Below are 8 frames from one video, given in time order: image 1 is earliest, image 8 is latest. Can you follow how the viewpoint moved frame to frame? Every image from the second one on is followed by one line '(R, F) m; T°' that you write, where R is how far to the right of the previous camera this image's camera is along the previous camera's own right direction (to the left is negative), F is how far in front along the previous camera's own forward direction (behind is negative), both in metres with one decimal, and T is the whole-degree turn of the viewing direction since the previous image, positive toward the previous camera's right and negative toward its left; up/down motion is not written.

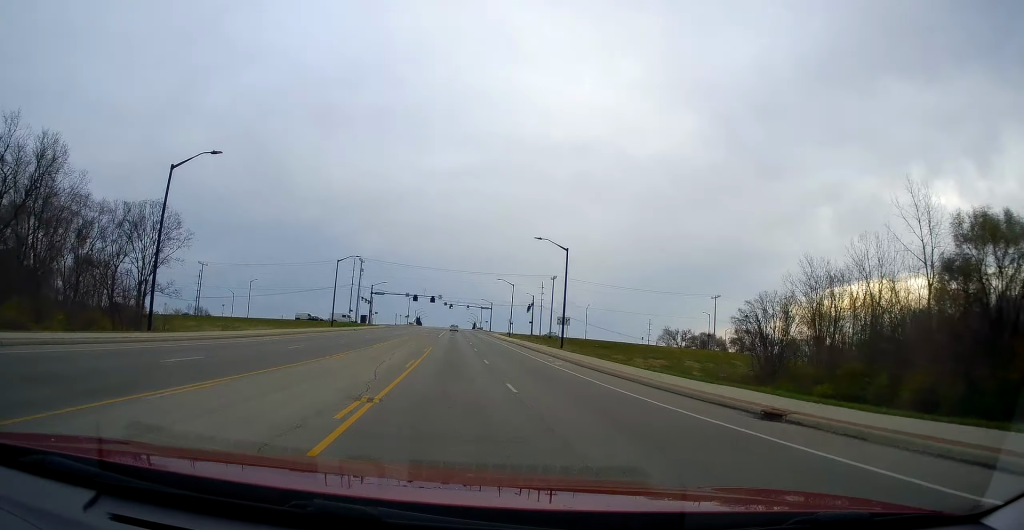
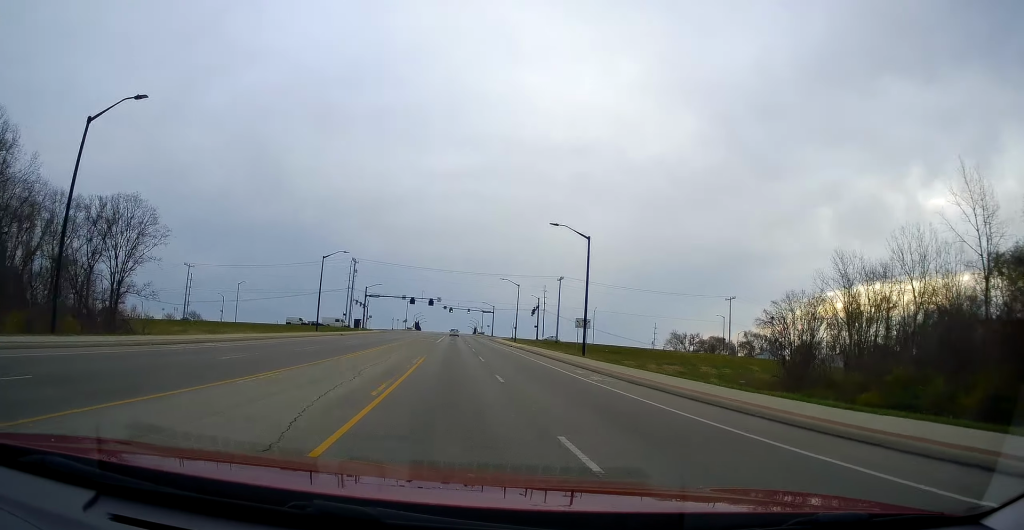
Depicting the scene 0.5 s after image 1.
(-0.1, +8.4) m; -1°
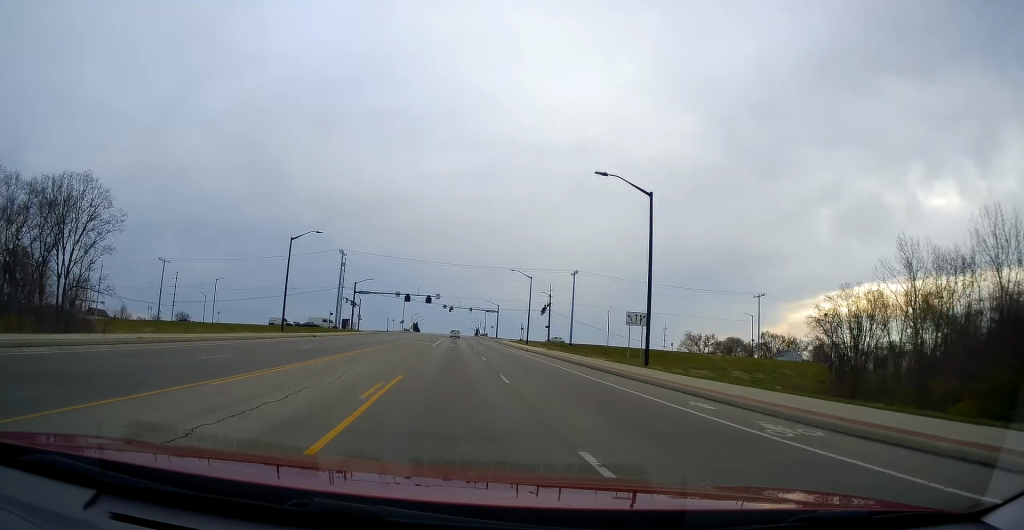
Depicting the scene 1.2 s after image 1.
(0.0, +13.8) m; 0°
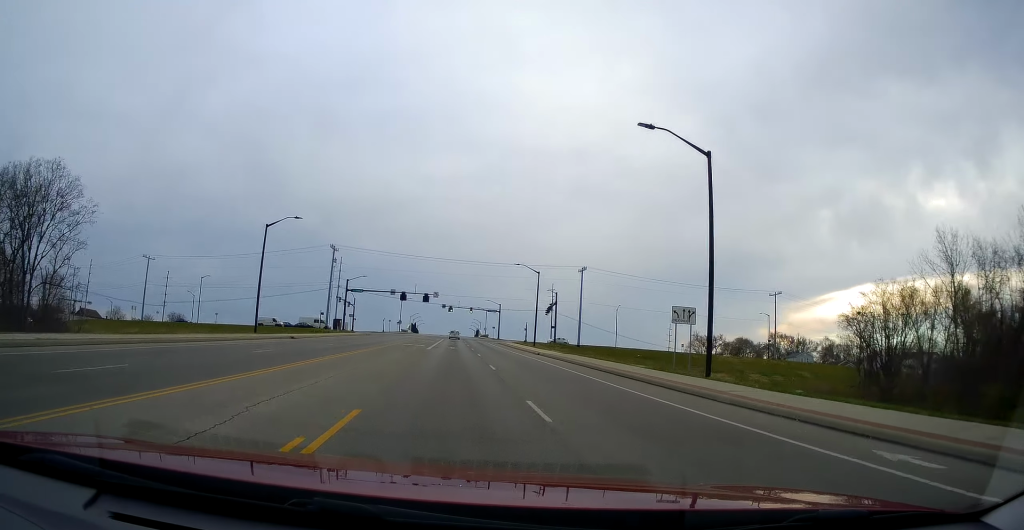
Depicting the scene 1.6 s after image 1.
(0.0, +7.2) m; 0°
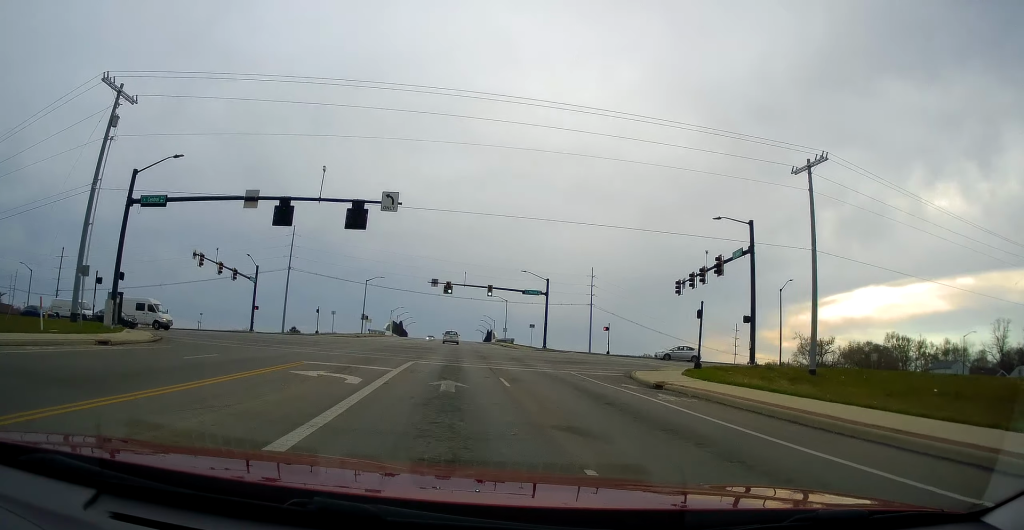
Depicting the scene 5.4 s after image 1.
(+1.2, +66.0) m; 0°
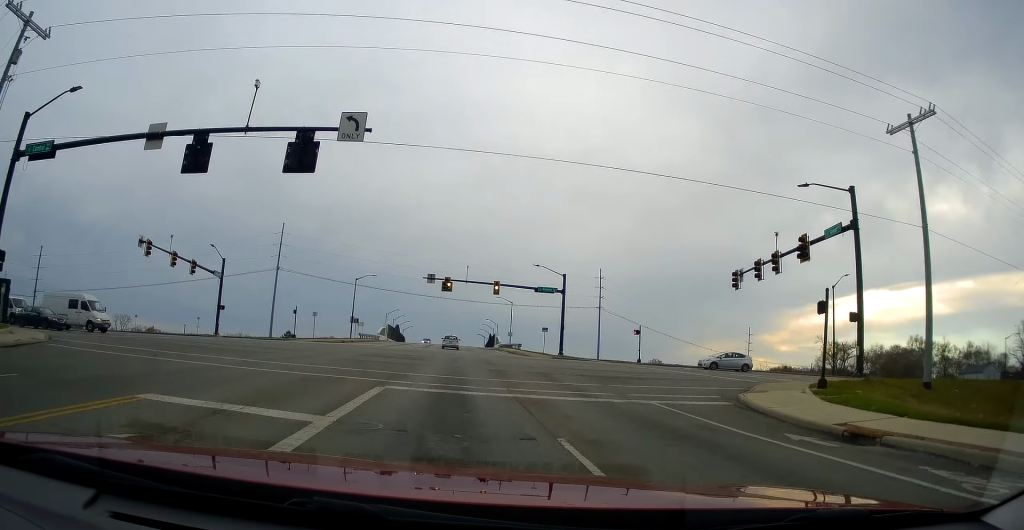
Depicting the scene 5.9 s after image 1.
(0.0, +9.9) m; 0°
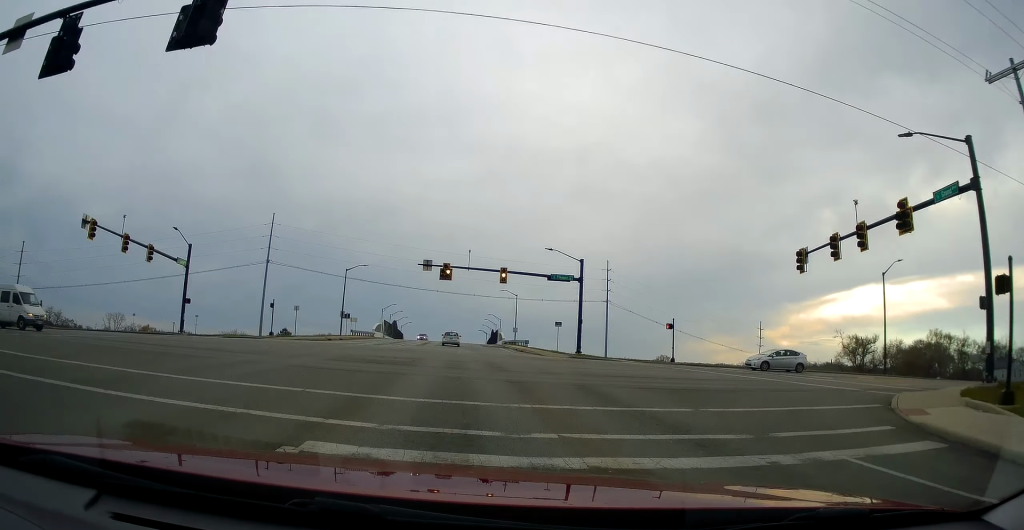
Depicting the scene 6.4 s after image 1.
(0.0, +7.6) m; 0°
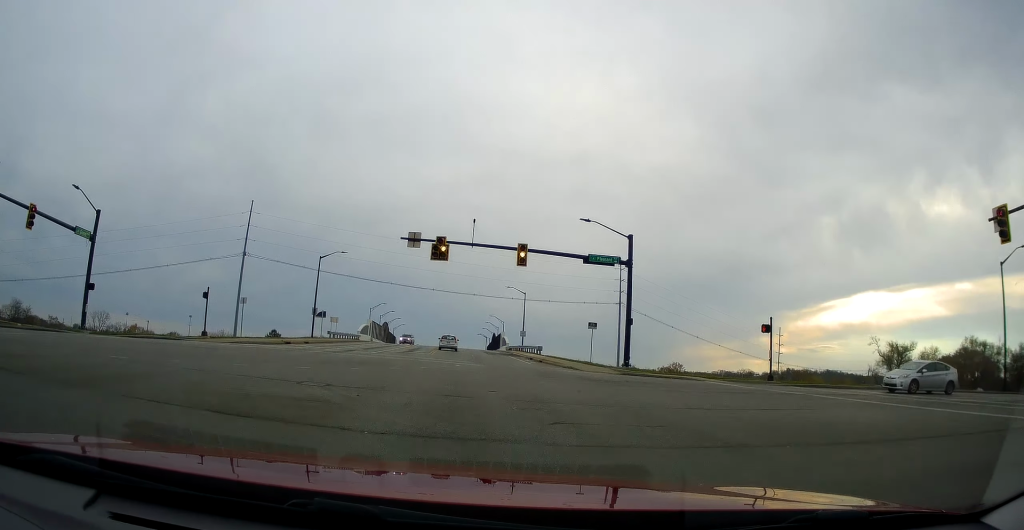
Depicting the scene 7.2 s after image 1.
(0.0, +14.0) m; 0°
